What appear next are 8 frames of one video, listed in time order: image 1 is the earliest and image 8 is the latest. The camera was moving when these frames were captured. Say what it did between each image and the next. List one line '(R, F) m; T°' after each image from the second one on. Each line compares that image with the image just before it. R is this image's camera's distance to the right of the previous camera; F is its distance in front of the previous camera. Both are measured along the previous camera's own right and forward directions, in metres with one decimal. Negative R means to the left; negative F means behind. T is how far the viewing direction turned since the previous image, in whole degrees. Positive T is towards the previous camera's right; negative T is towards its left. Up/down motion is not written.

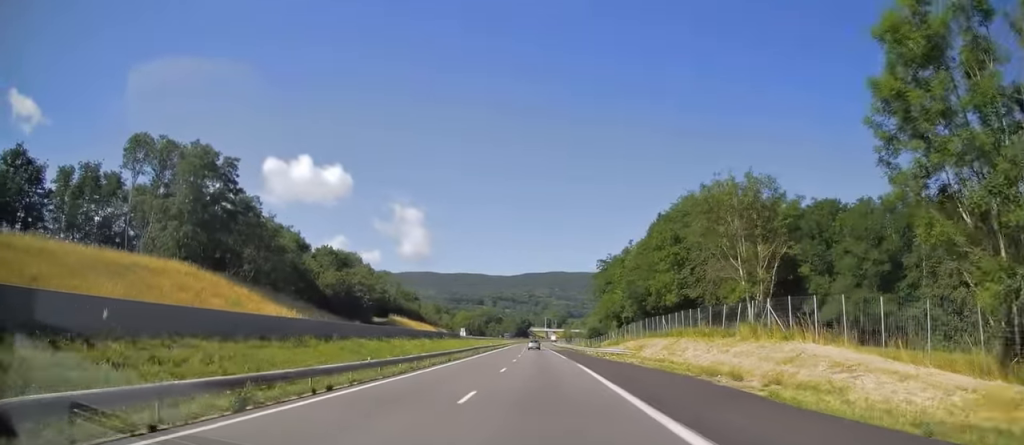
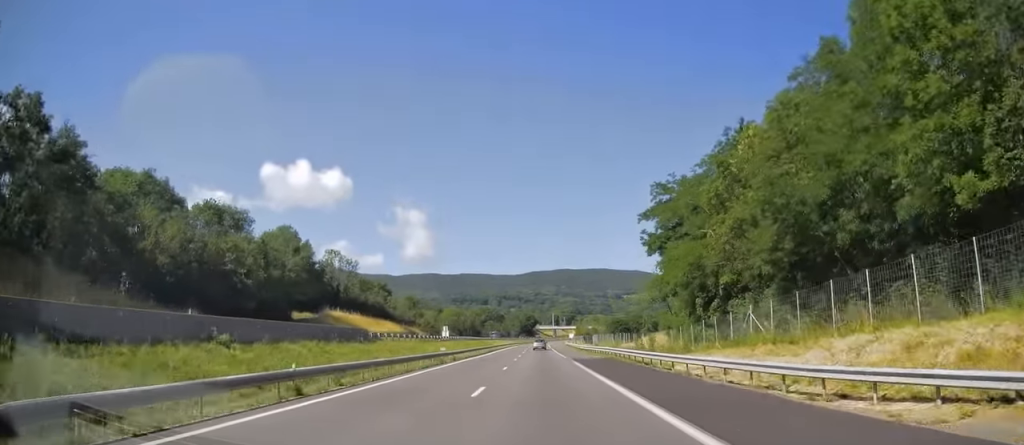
(-0.2, +50.4) m; -1°
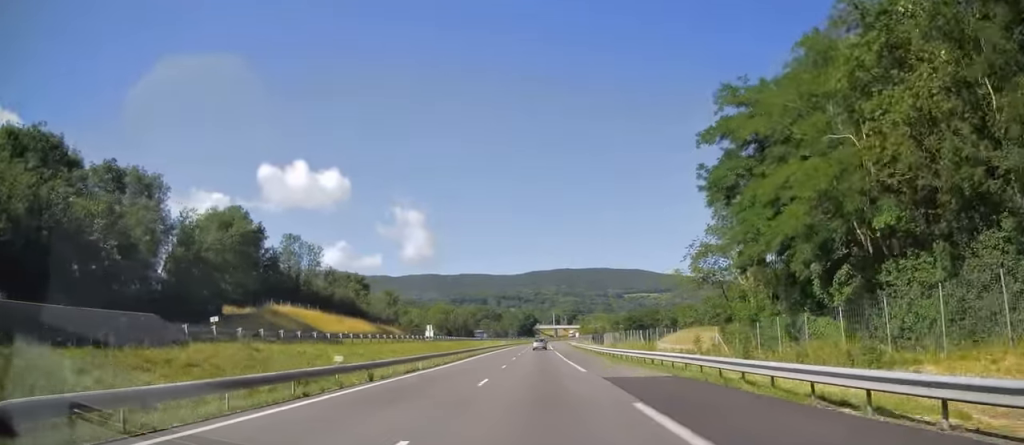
(-0.2, +22.6) m; -1°
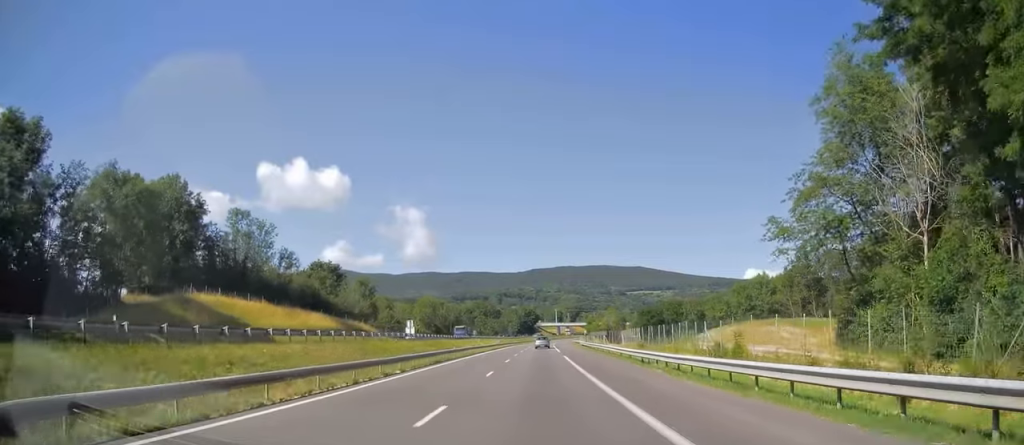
(-0.1, +21.5) m; 0°
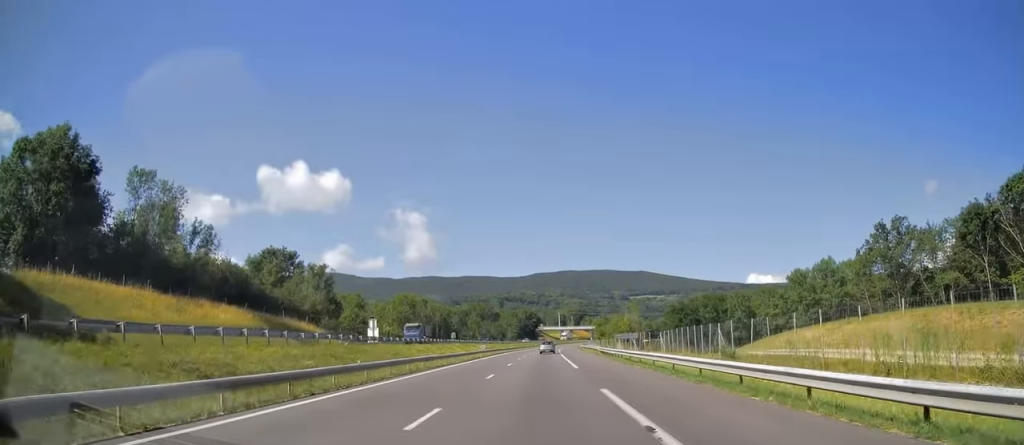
(0.0, +26.3) m; 0°
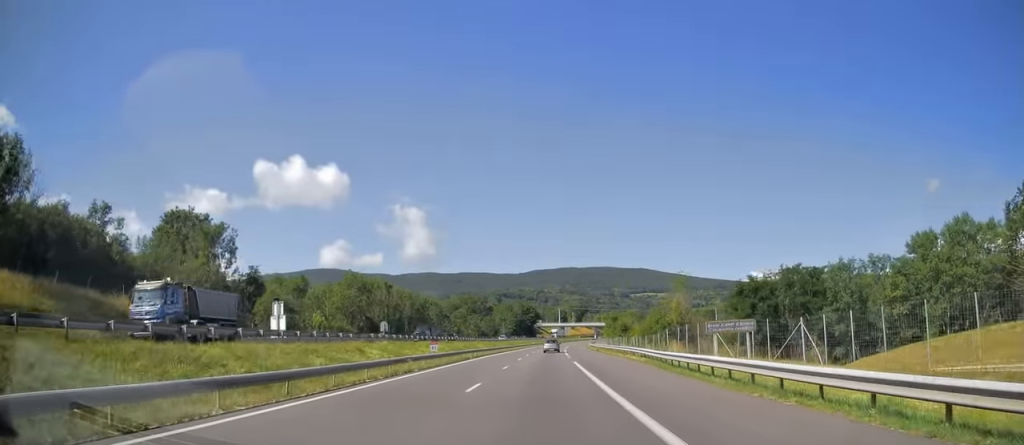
(+0.2, +32.2) m; 0°
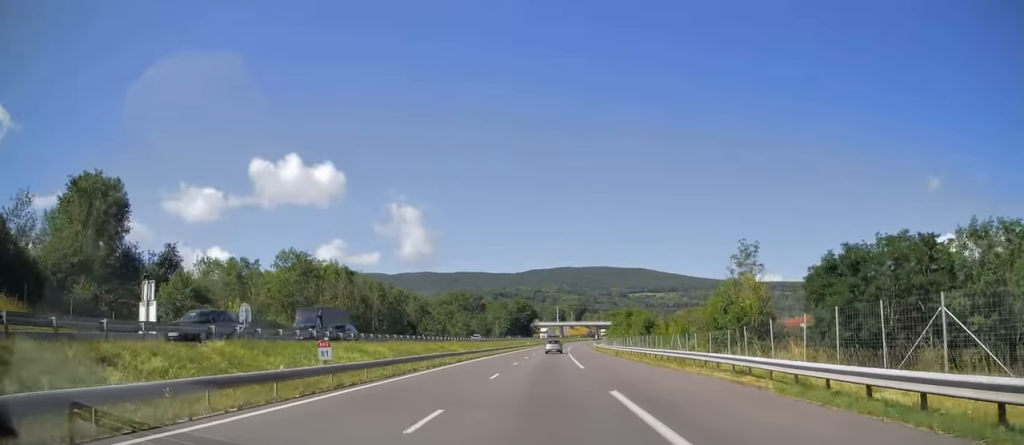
(-0.2, +20.4) m; 0°
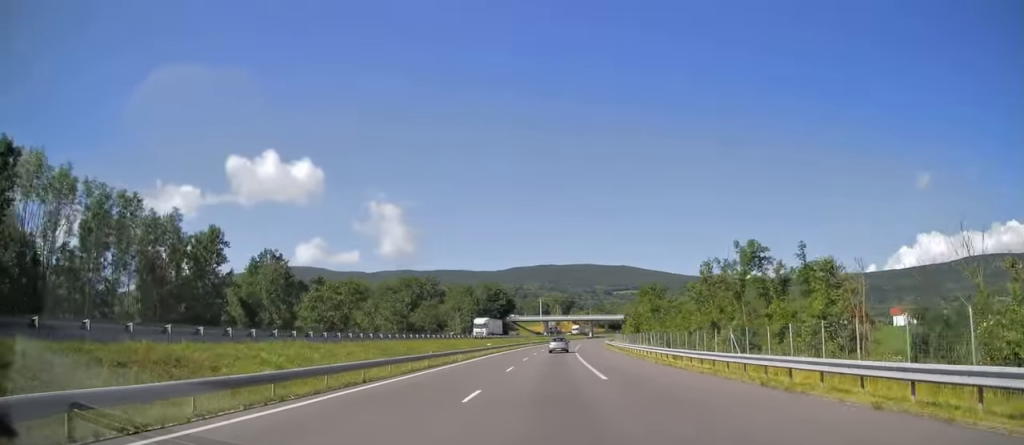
(+0.7, +60.6) m; +1°
